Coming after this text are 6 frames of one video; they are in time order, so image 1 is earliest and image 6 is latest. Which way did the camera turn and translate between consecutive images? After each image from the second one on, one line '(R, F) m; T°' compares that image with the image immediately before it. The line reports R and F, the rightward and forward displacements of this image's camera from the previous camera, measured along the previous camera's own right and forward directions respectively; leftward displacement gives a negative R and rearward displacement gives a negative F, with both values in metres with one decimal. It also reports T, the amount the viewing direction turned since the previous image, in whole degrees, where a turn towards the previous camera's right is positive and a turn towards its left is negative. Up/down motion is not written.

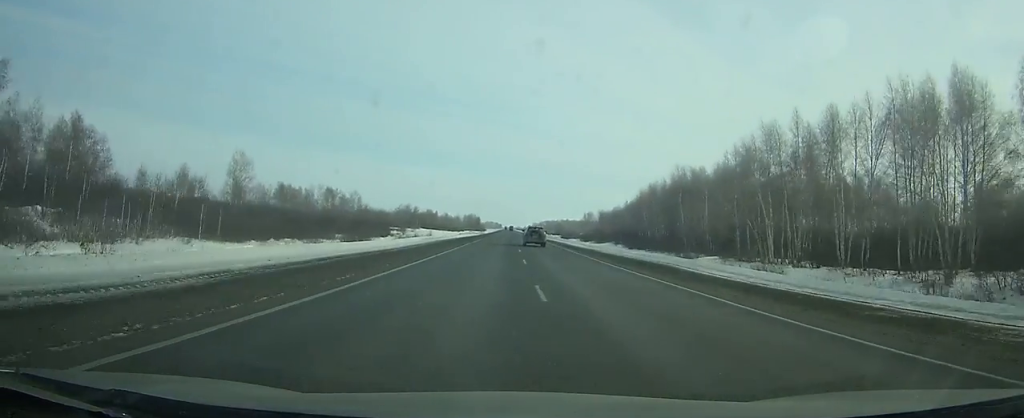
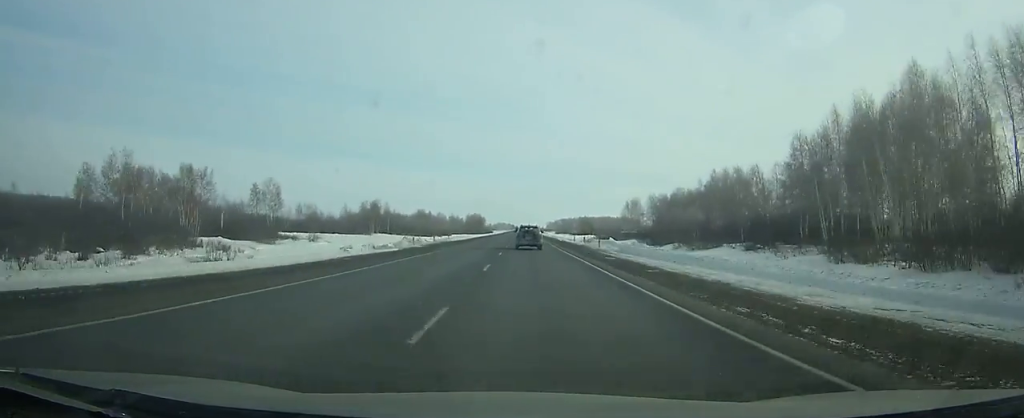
(+0.5, +86.7) m; 0°
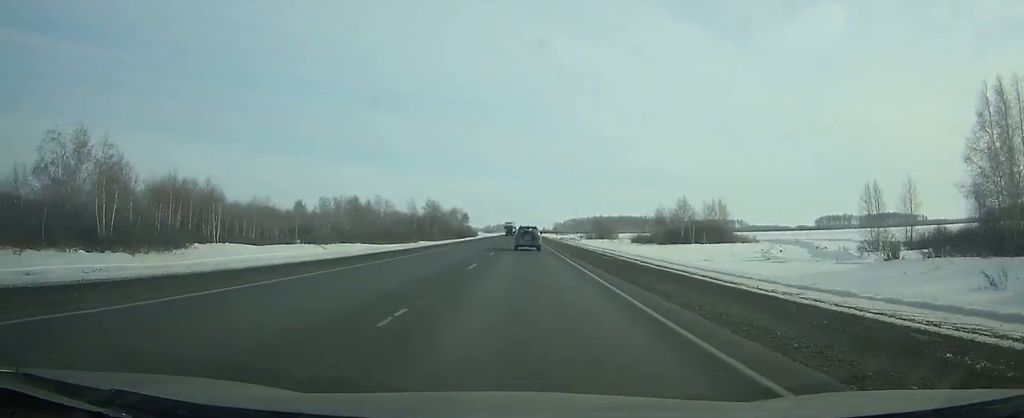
(-1.4, +158.7) m; -1°
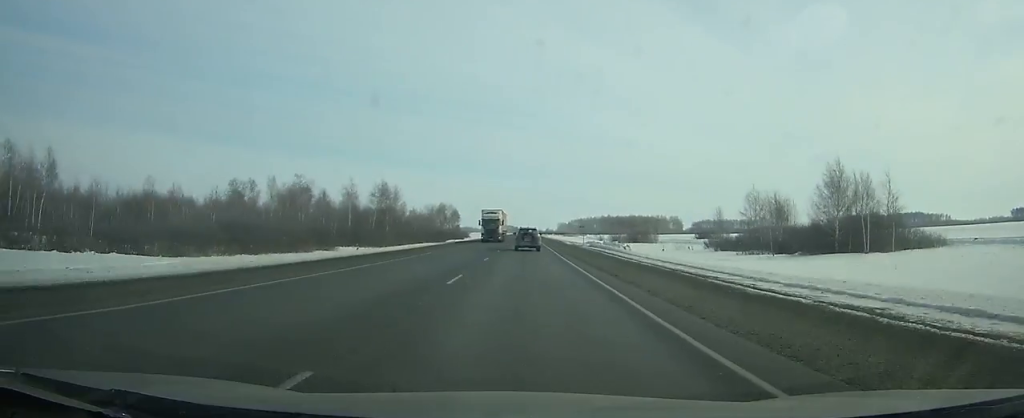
(-0.2, +56.8) m; 0°
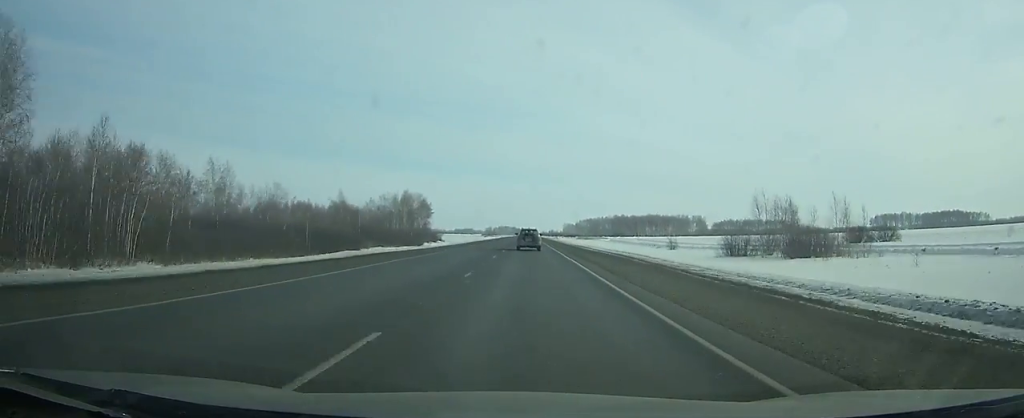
(-0.2, +84.9) m; 0°
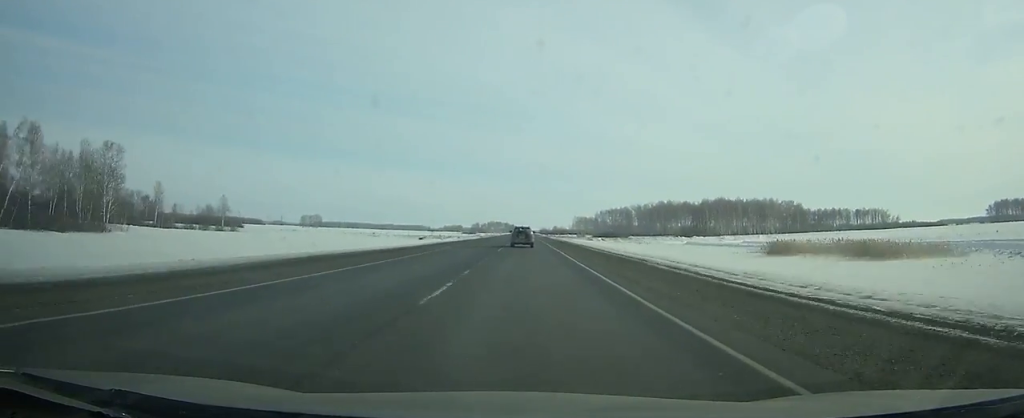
(+0.6, +213.9) m; 0°
